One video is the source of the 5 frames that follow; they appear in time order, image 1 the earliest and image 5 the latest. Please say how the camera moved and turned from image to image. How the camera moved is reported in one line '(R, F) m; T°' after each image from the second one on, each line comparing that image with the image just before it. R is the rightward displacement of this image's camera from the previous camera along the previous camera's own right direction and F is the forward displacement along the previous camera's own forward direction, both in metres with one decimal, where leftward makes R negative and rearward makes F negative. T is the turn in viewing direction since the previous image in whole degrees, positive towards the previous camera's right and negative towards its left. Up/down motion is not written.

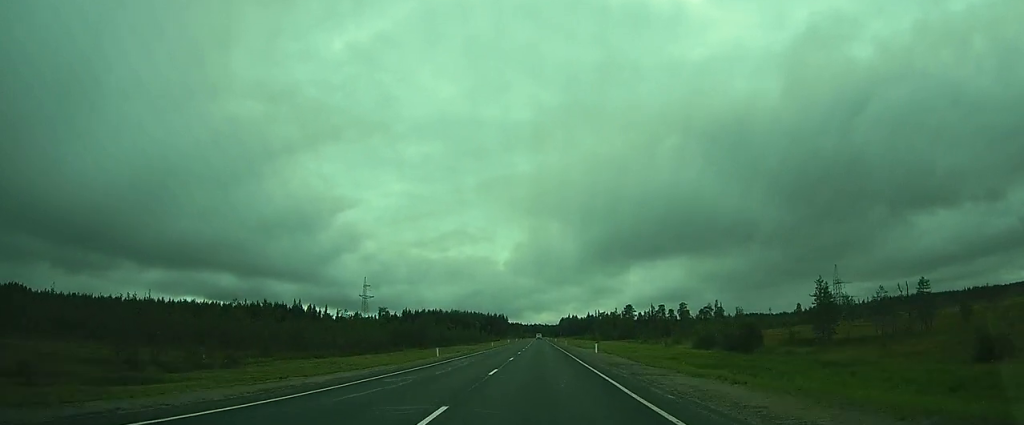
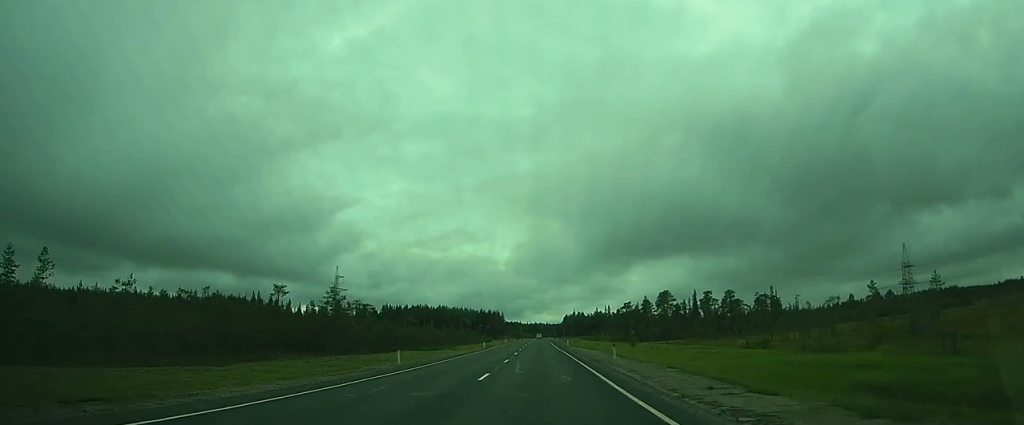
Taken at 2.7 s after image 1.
(-0.9, +63.8) m; -1°
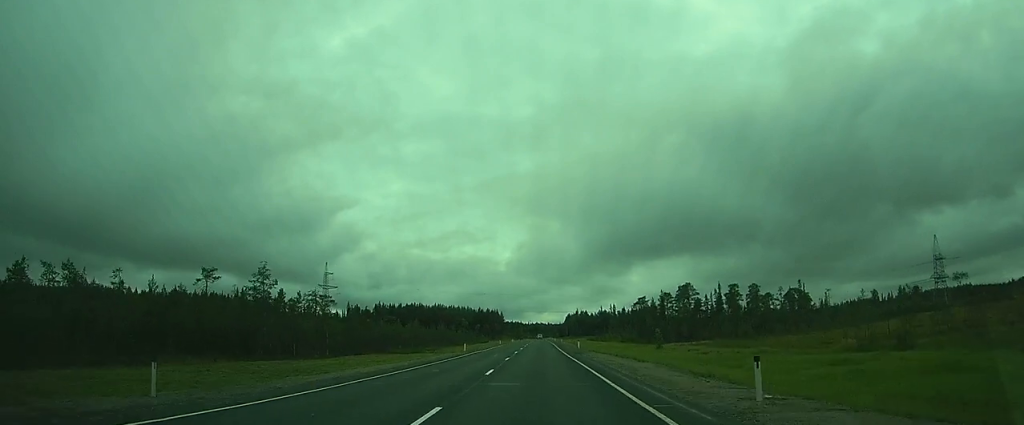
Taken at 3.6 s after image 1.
(0.0, +21.3) m; +1°
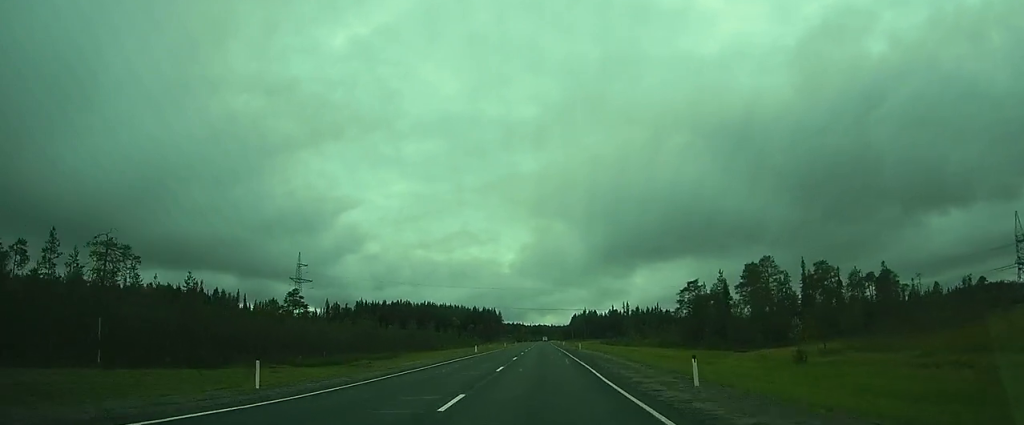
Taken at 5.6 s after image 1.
(+0.6, +41.6) m; +1°
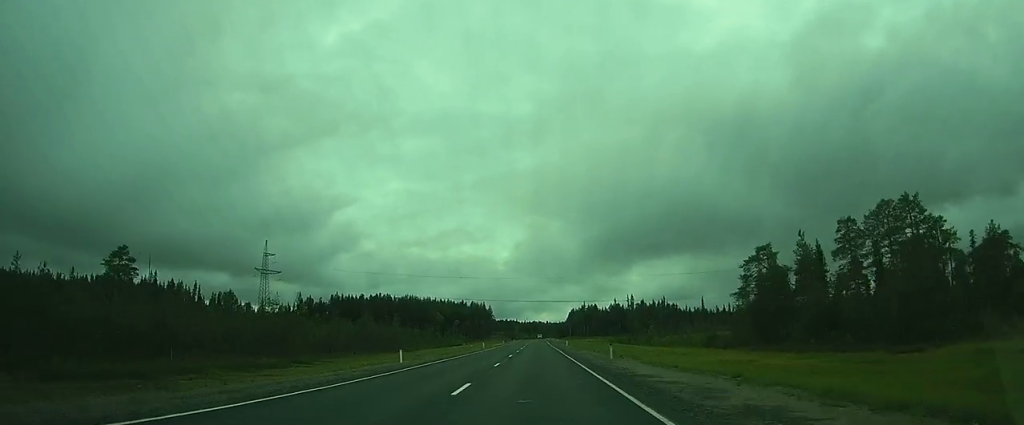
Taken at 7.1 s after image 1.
(0.0, +30.7) m; 0°
